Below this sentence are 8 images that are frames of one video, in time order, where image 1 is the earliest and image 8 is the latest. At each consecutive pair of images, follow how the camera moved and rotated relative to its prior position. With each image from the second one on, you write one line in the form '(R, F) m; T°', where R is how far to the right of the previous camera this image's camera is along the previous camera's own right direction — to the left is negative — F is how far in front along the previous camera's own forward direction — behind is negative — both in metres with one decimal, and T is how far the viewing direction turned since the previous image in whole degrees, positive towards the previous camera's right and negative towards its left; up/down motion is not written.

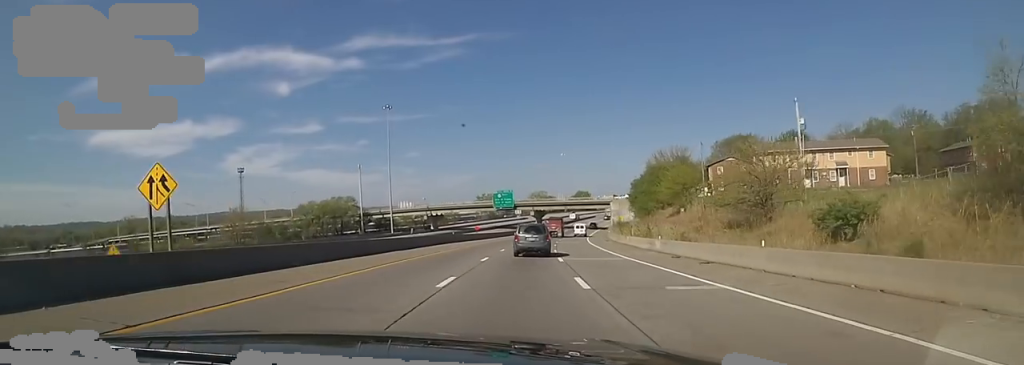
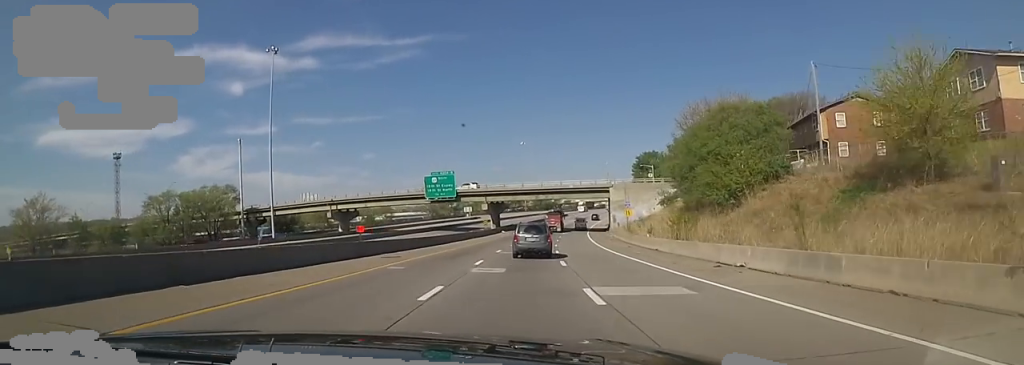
(+3.8, +42.9) m; +8°
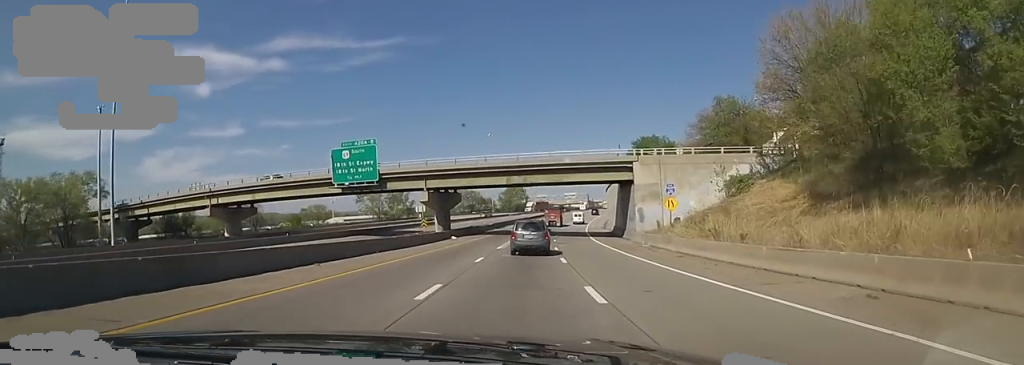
(-0.6, +29.5) m; +4°
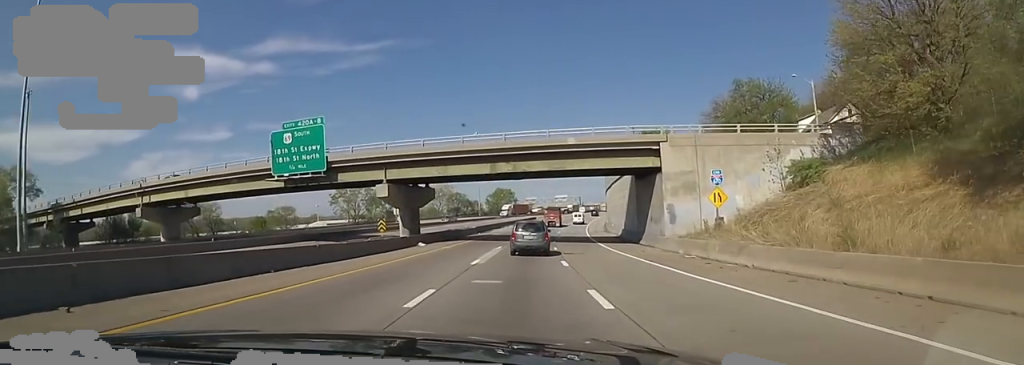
(+0.9, +10.7) m; +1°
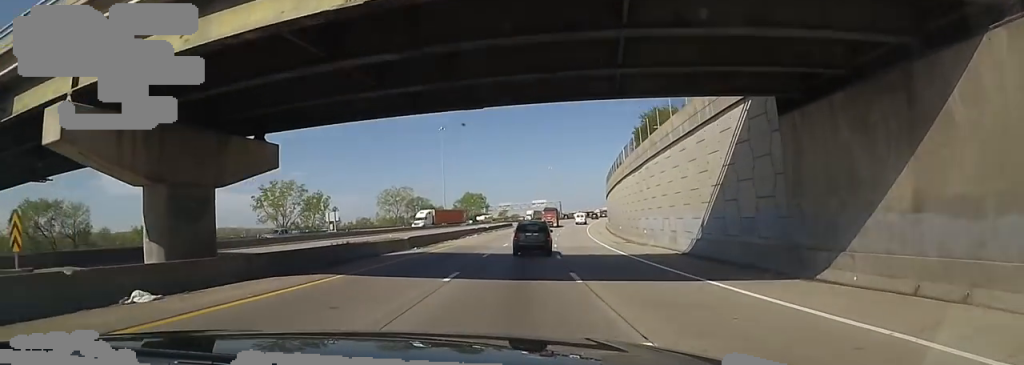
(+1.3, +25.7) m; +2°
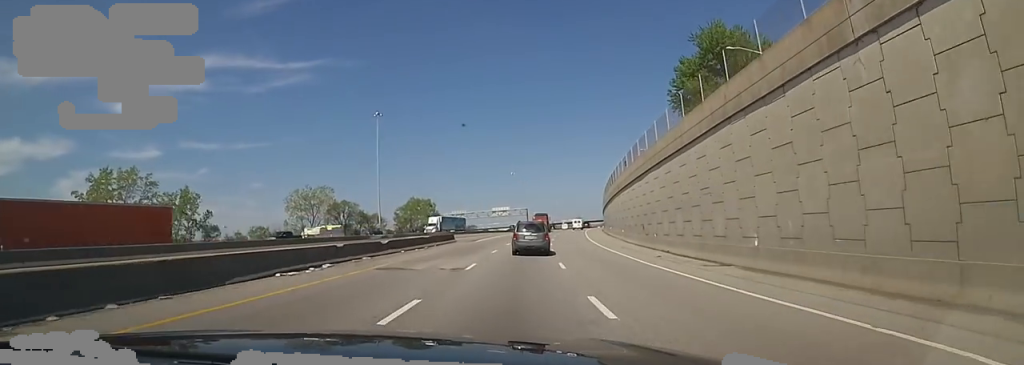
(+0.6, +35.9) m; +6°
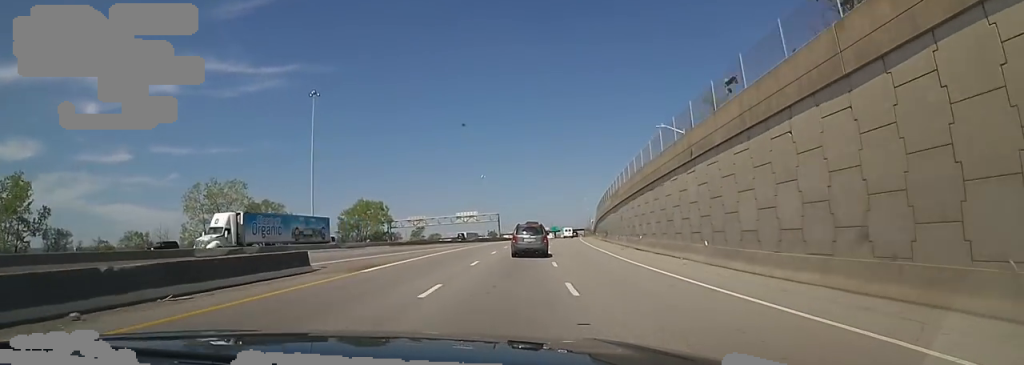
(+1.6, +26.7) m; +4°
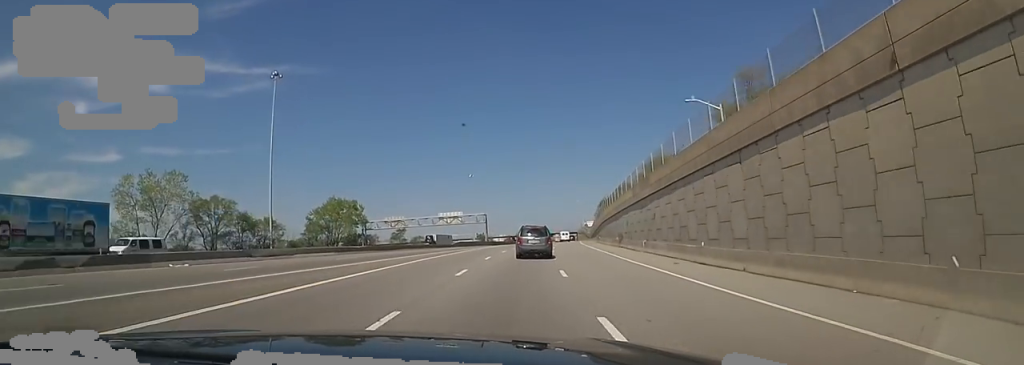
(+0.1, +14.3) m; 0°
